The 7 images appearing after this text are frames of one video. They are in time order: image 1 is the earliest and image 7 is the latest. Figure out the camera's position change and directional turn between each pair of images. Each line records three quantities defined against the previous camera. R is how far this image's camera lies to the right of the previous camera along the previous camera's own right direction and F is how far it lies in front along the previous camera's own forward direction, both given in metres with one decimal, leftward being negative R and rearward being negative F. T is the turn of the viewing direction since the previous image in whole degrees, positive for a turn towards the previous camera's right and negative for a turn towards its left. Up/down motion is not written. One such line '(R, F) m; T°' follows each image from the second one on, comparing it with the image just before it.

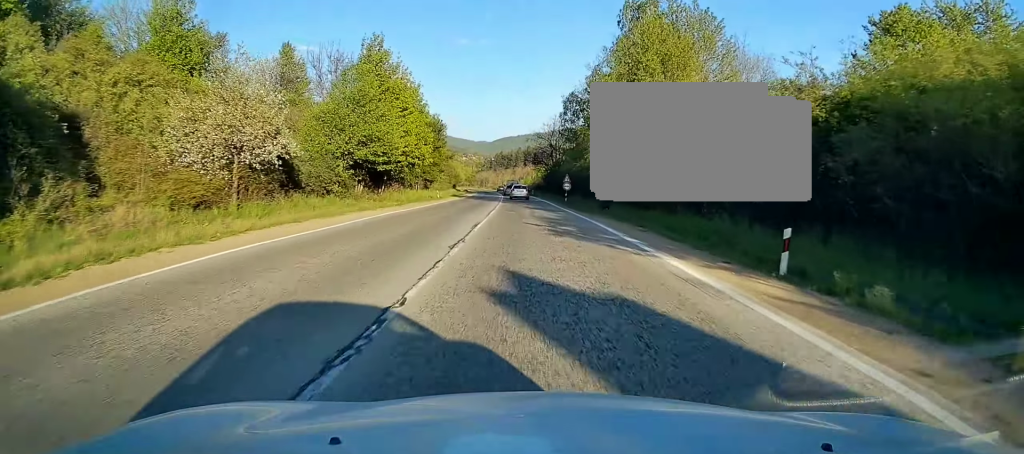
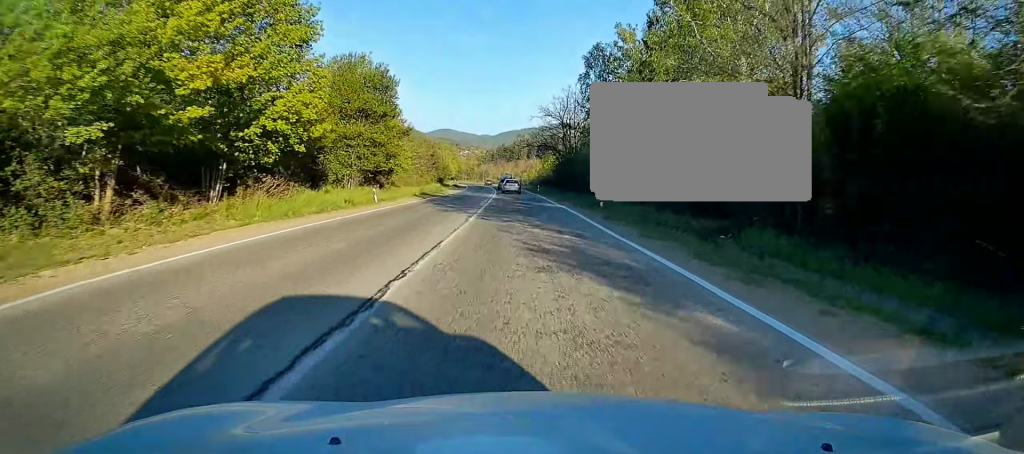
(-0.1, +25.7) m; 0°
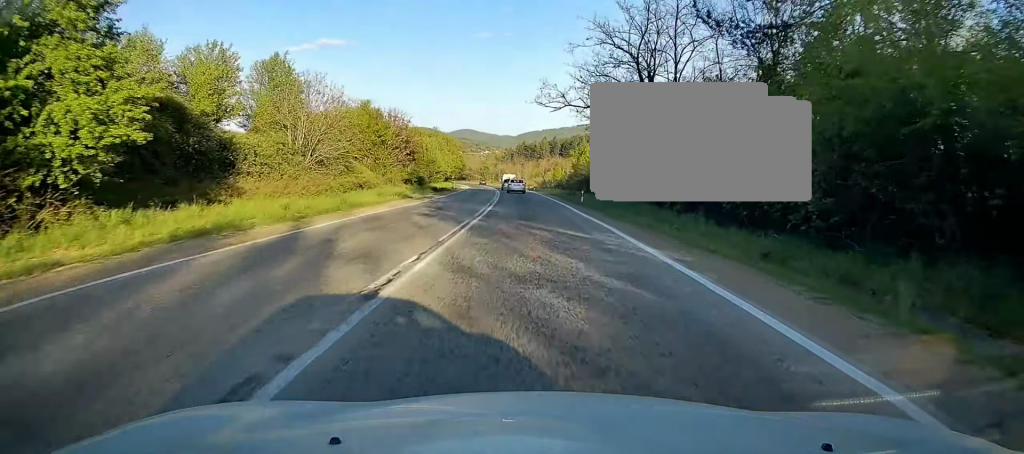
(-0.1, +40.5) m; -1°
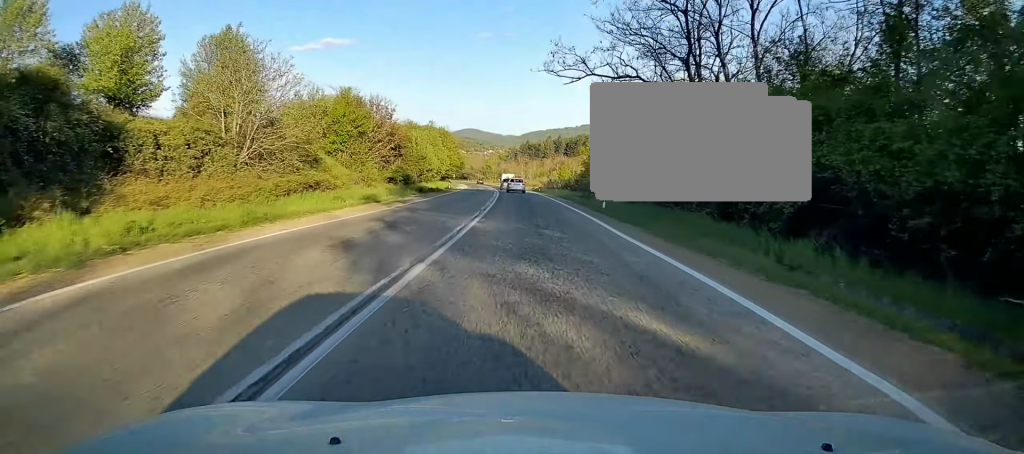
(0.0, +10.3) m; -1°
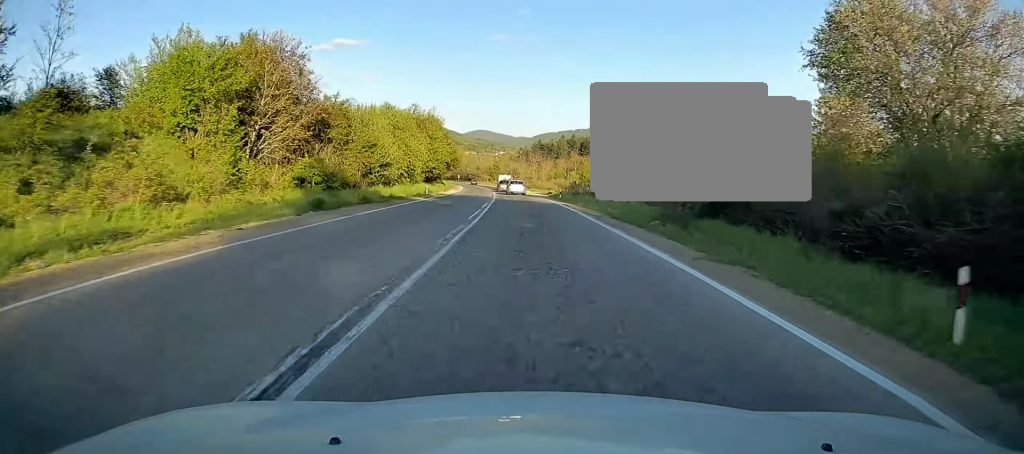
(-0.5, +27.2) m; -1°
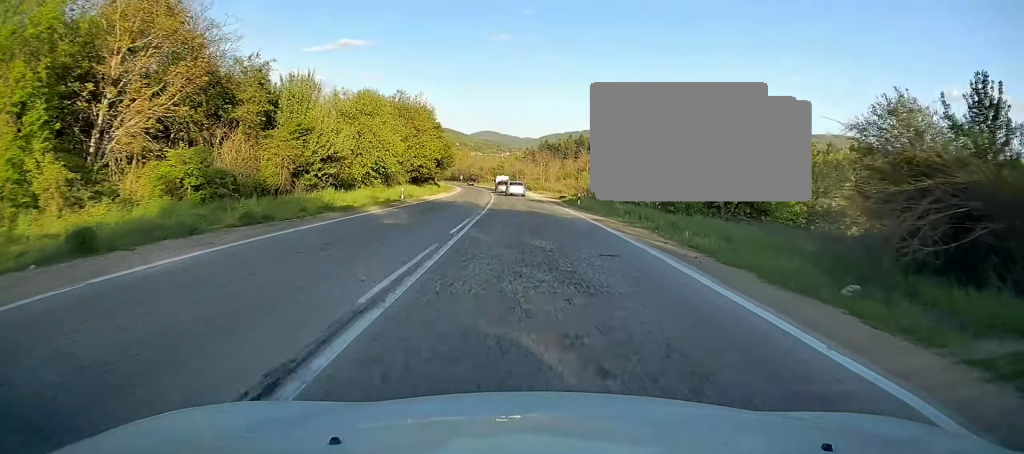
(0.0, +13.9) m; -1°
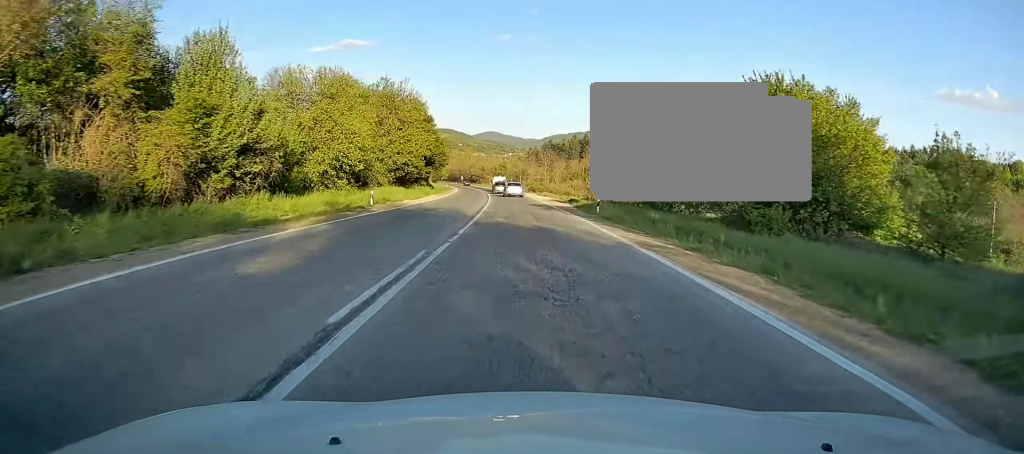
(0.0, +9.5) m; 0°
